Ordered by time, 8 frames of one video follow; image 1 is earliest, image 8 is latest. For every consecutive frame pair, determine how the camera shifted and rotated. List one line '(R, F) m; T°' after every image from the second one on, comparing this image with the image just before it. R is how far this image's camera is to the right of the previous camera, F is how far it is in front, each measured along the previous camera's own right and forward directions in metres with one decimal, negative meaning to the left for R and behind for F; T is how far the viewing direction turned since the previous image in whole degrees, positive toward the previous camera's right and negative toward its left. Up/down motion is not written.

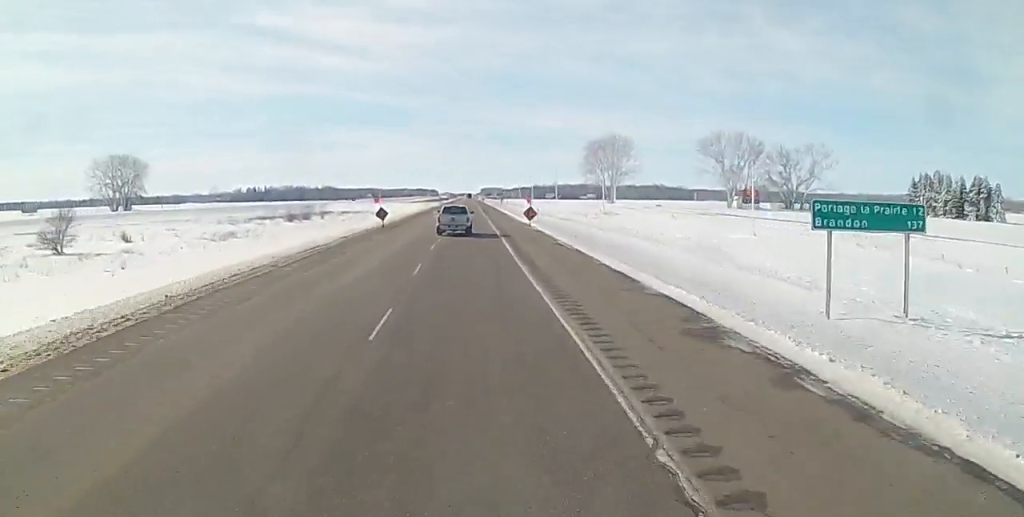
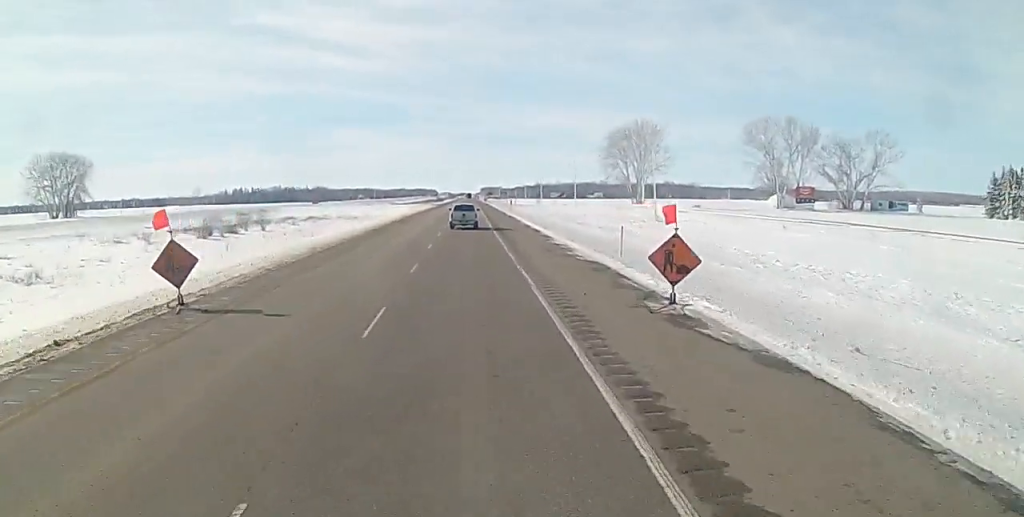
(-0.9, +48.0) m; -1°
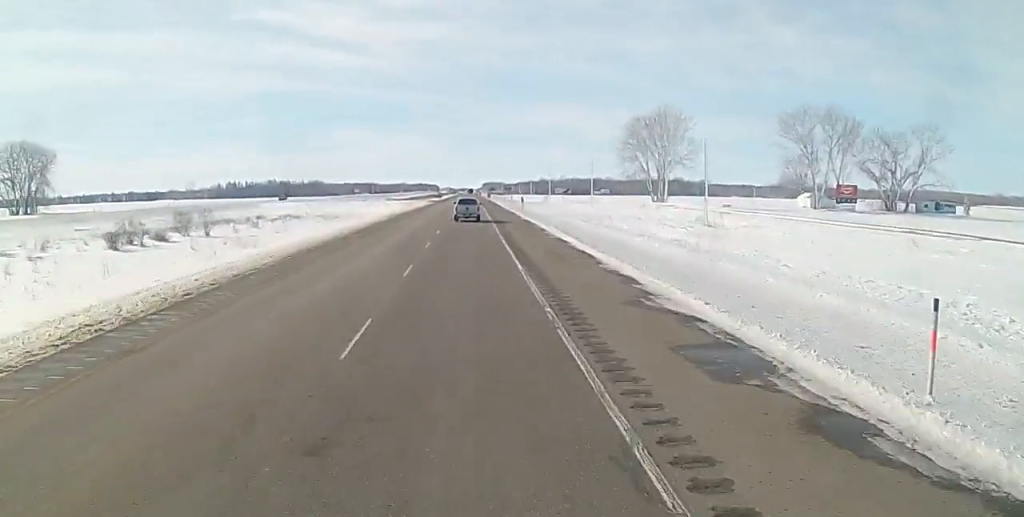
(0.0, +26.2) m; 0°
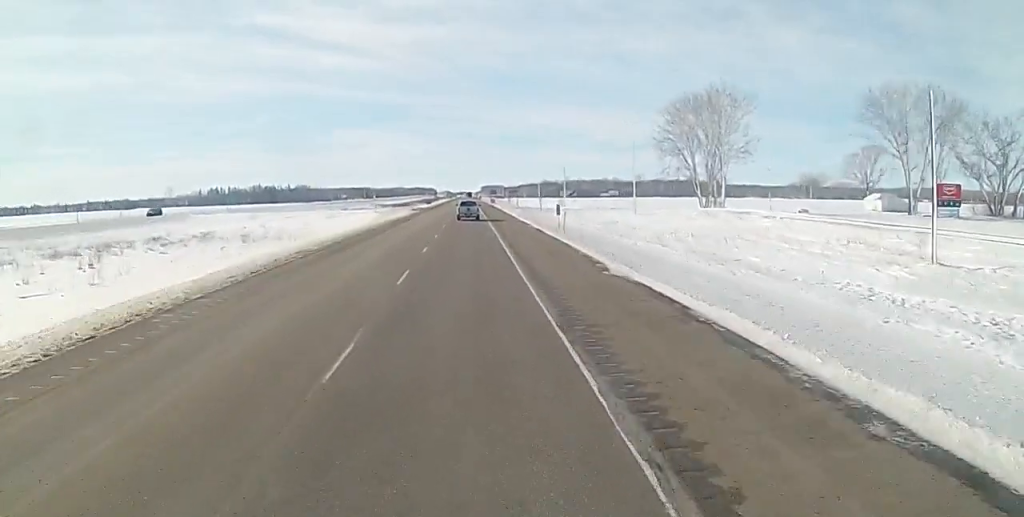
(0.0, +50.1) m; 0°
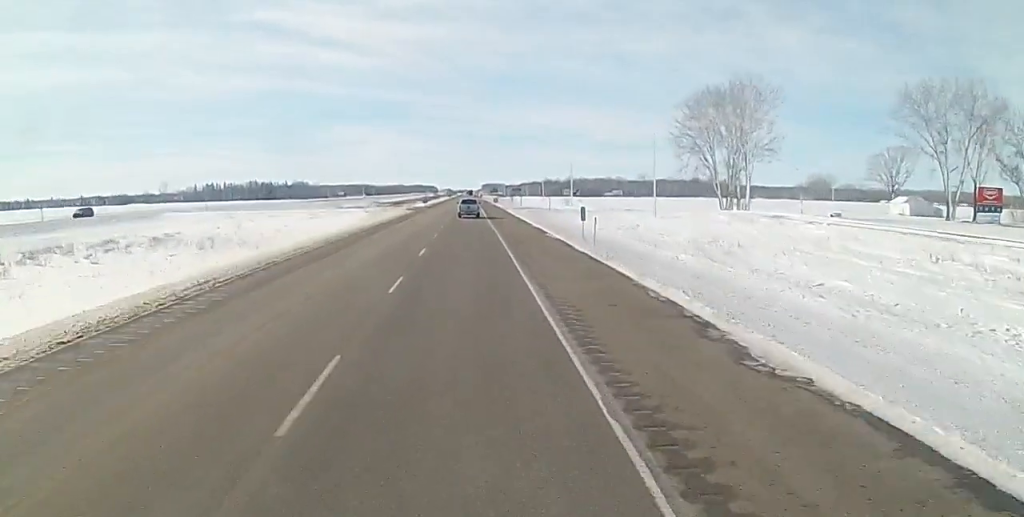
(0.0, +14.6) m; 0°
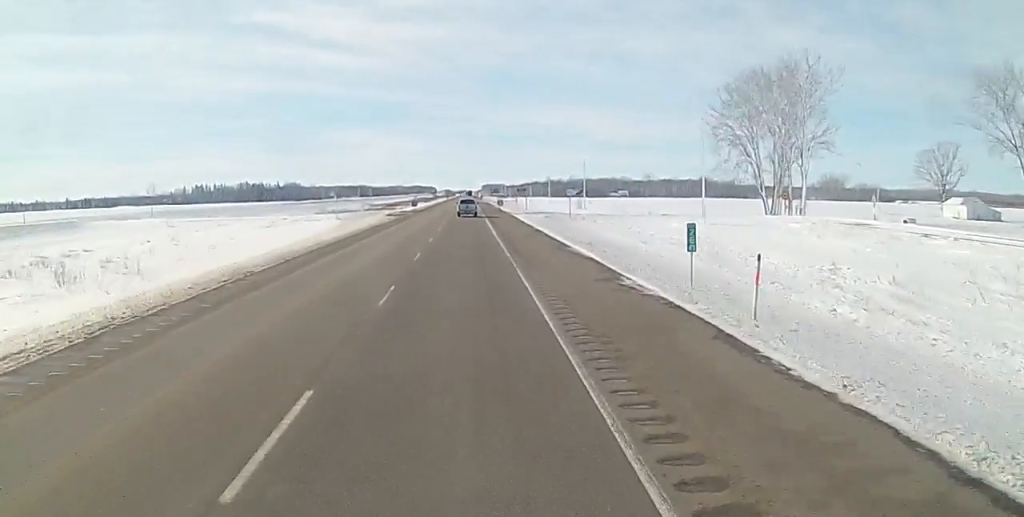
(0.0, +26.4) m; -1°
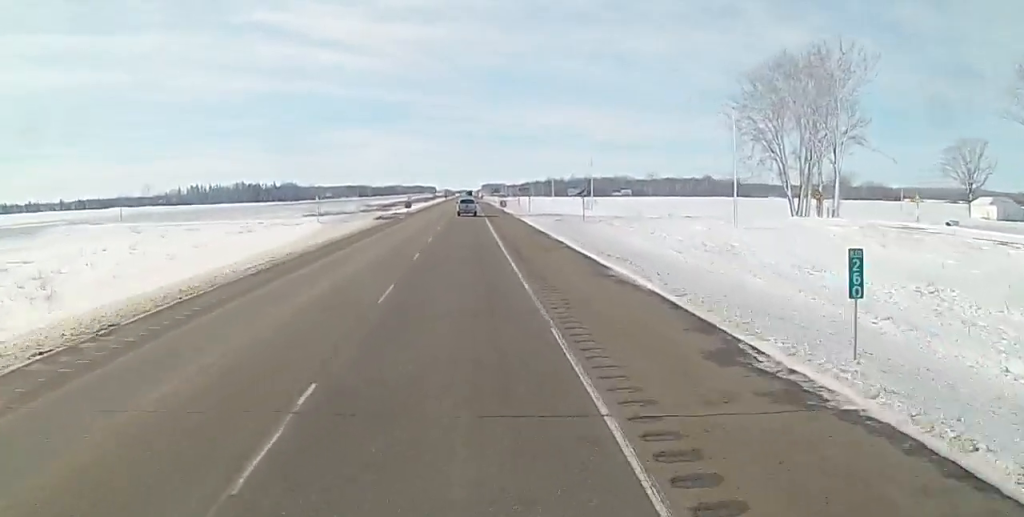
(-0.2, +11.9) m; 0°
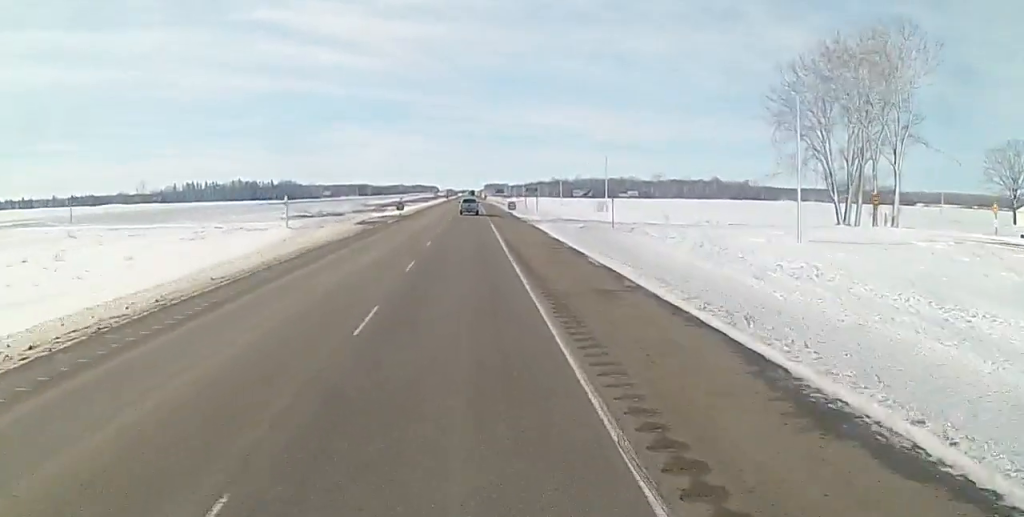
(-0.3, +16.4) m; 0°
